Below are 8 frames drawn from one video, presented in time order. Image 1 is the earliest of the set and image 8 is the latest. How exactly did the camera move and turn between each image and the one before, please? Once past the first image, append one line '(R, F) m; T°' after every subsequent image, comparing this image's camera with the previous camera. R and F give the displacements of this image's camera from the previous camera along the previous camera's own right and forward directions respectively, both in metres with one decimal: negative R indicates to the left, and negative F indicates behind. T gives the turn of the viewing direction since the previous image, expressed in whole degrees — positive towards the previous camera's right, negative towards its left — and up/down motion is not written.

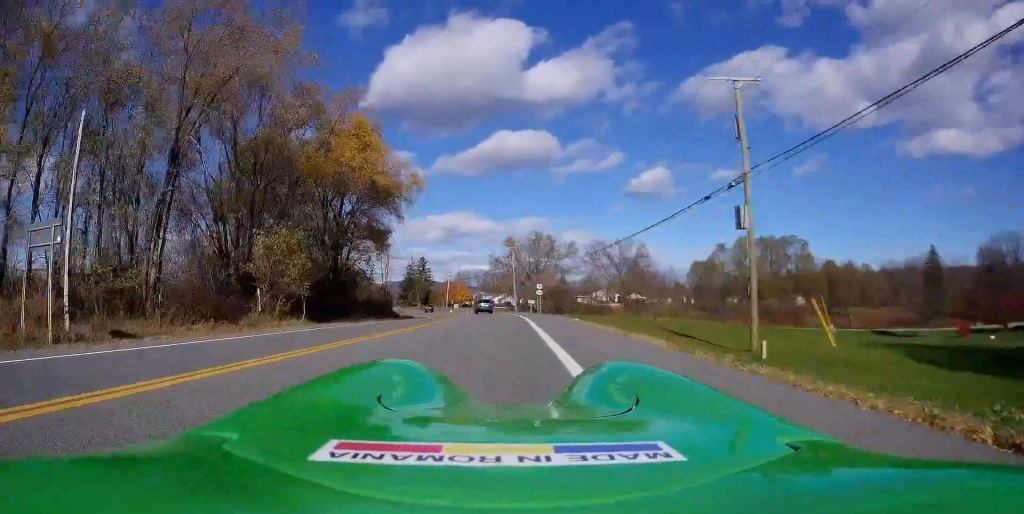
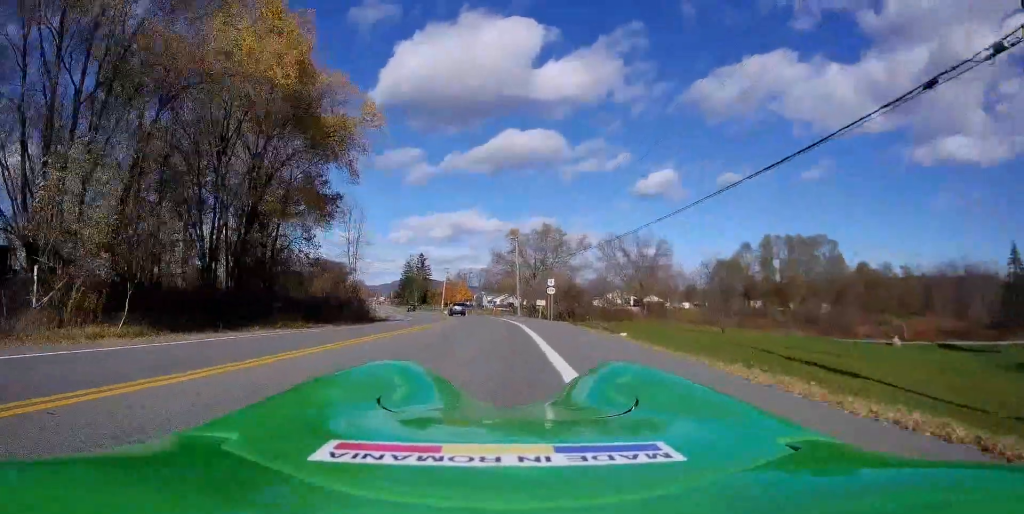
(-0.2, +15.9) m; -1°
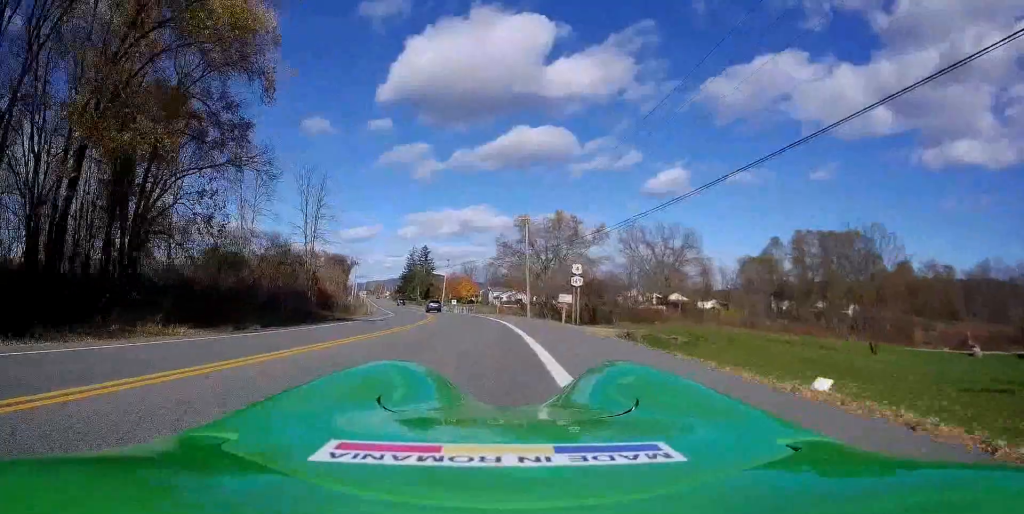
(-0.2, +14.7) m; -1°
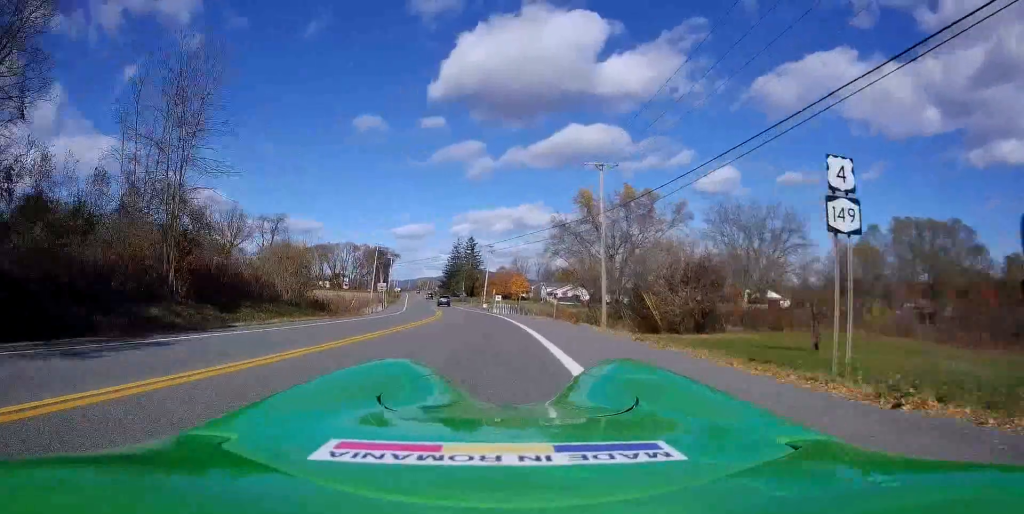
(-0.2, +24.1) m; -3°
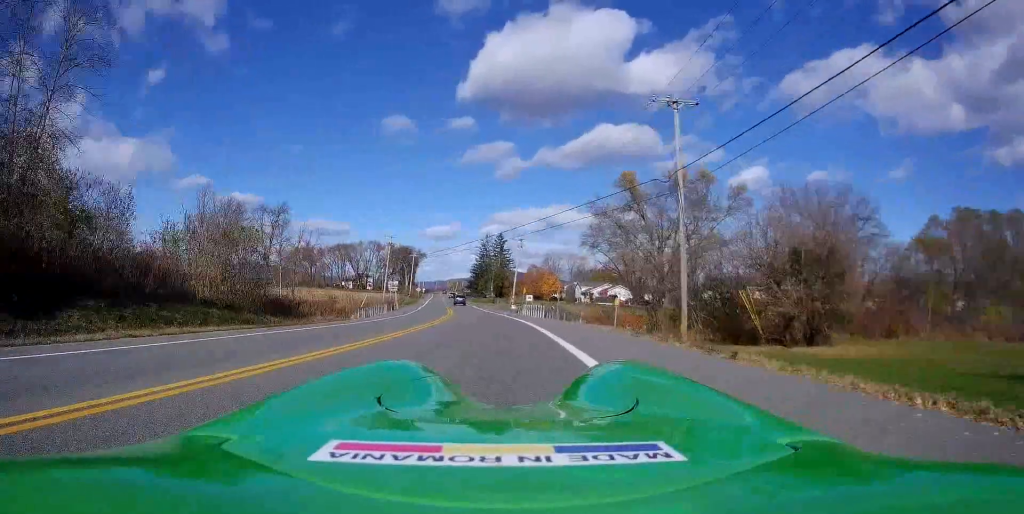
(-0.3, +13.7) m; -3°
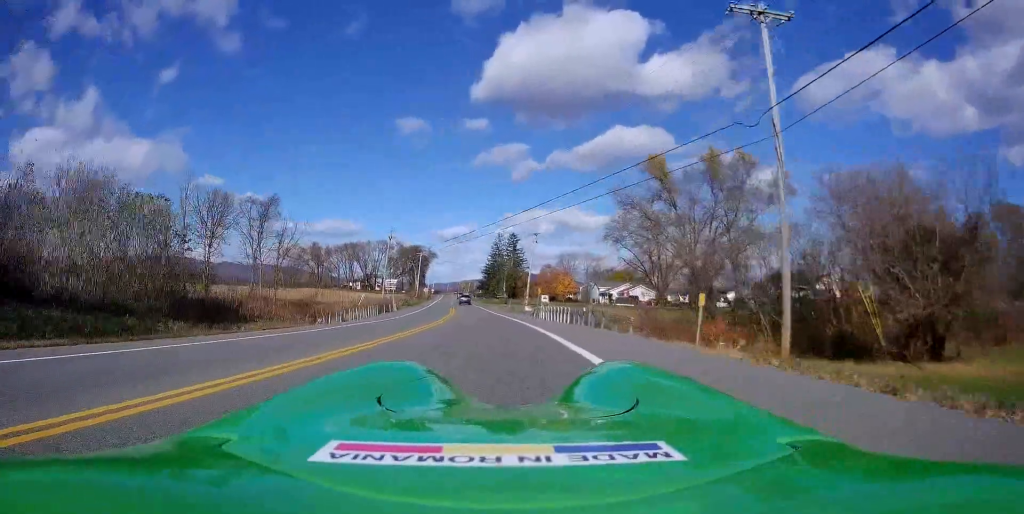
(-0.1, +9.4) m; -2°
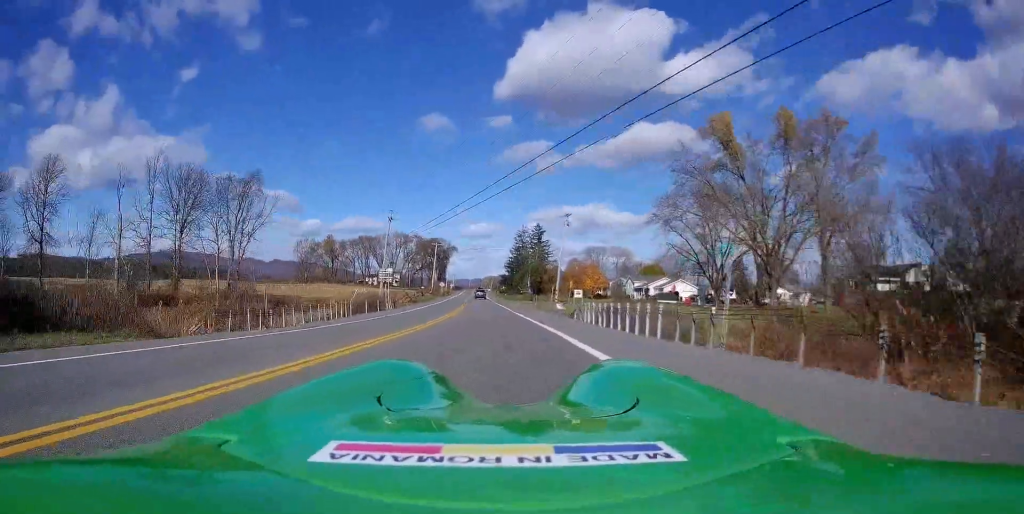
(-0.5, +15.1) m; -3°
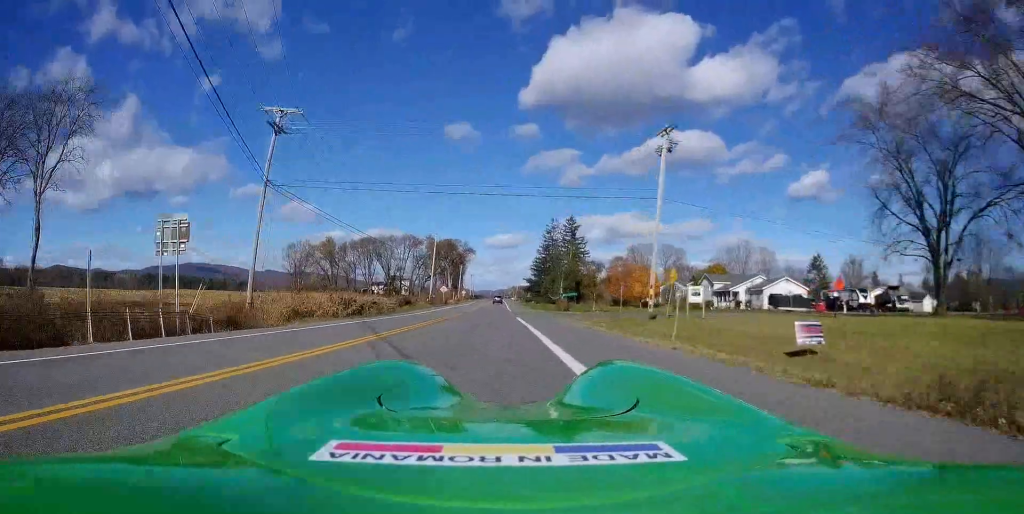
(-1.4, +40.0) m; -1°
